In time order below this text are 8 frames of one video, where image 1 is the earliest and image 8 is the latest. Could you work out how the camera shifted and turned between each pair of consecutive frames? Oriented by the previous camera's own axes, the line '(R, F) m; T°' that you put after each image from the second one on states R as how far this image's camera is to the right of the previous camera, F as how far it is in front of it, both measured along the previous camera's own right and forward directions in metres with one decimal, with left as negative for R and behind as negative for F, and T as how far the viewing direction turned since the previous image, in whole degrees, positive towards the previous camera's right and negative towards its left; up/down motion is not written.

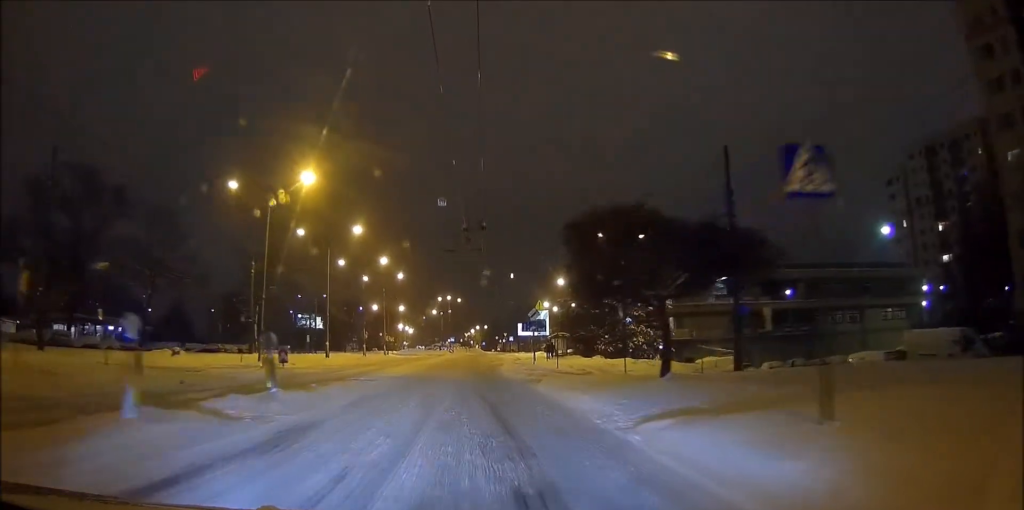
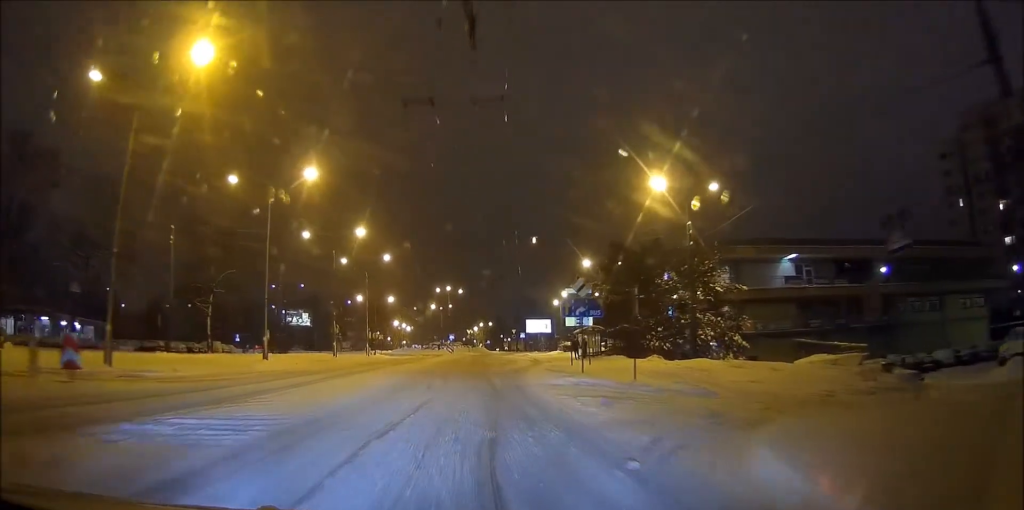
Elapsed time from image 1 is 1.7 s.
(-0.3, +18.4) m; -1°
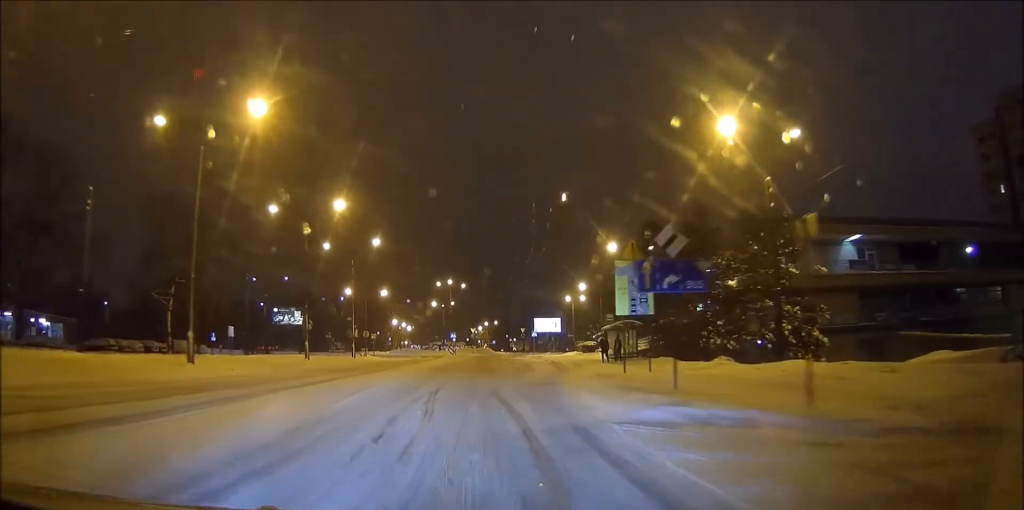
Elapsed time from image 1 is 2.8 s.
(0.0, +11.1) m; 0°
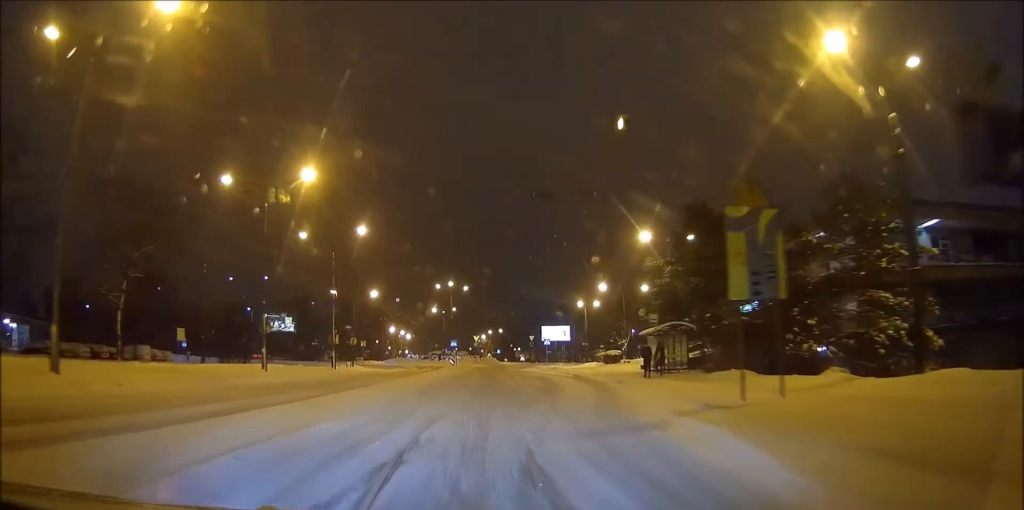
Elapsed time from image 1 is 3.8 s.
(+0.1, +10.7) m; 0°
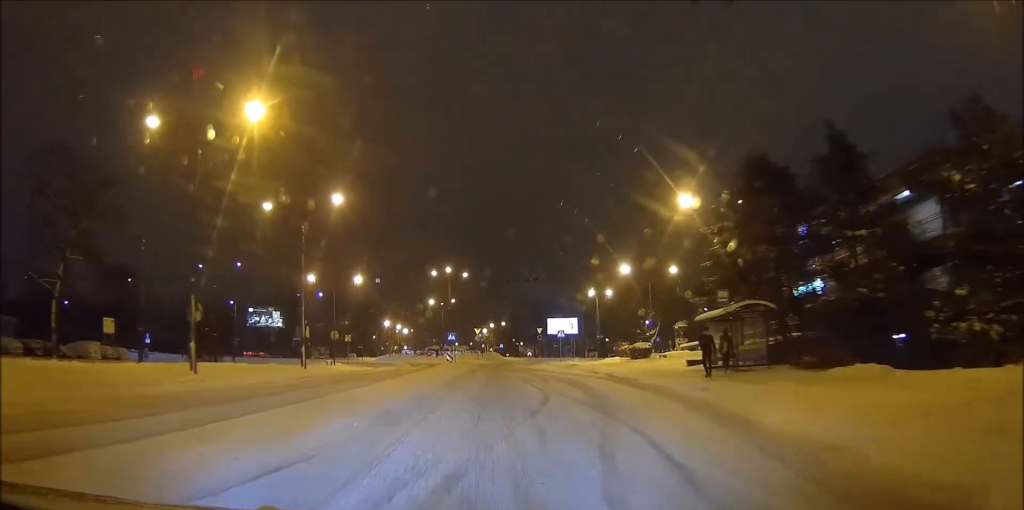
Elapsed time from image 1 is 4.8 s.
(0.0, +10.3) m; 0°
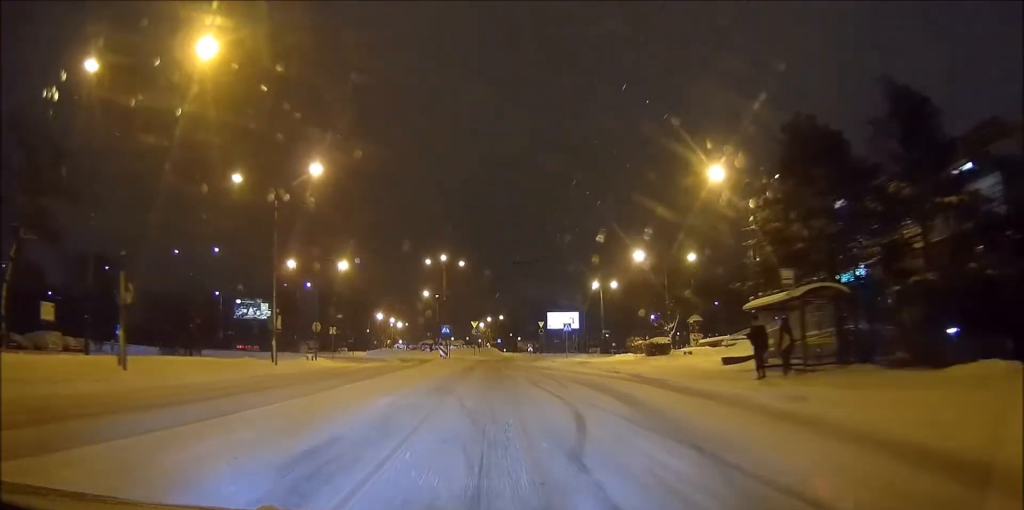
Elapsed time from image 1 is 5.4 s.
(0.0, +6.1) m; 0°
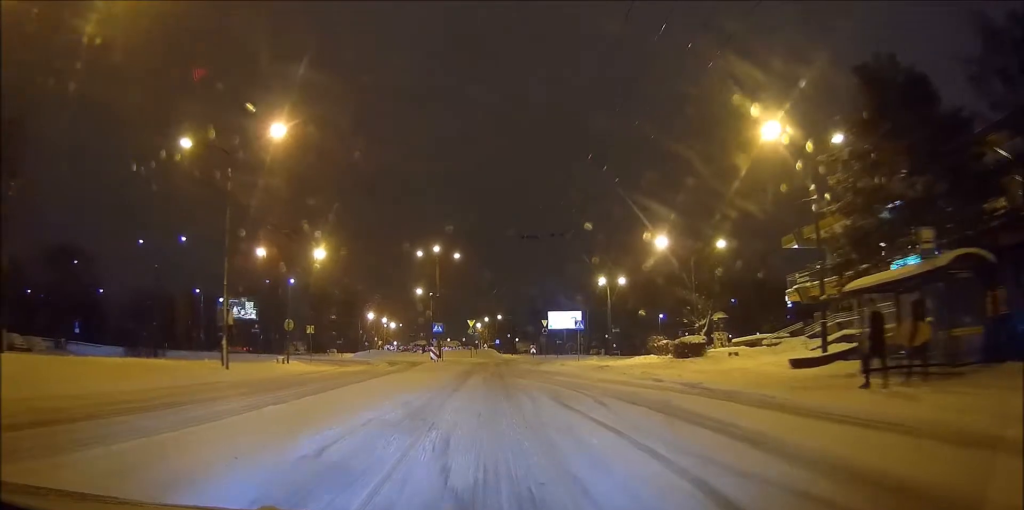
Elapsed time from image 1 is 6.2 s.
(0.0, +7.7) m; 0°
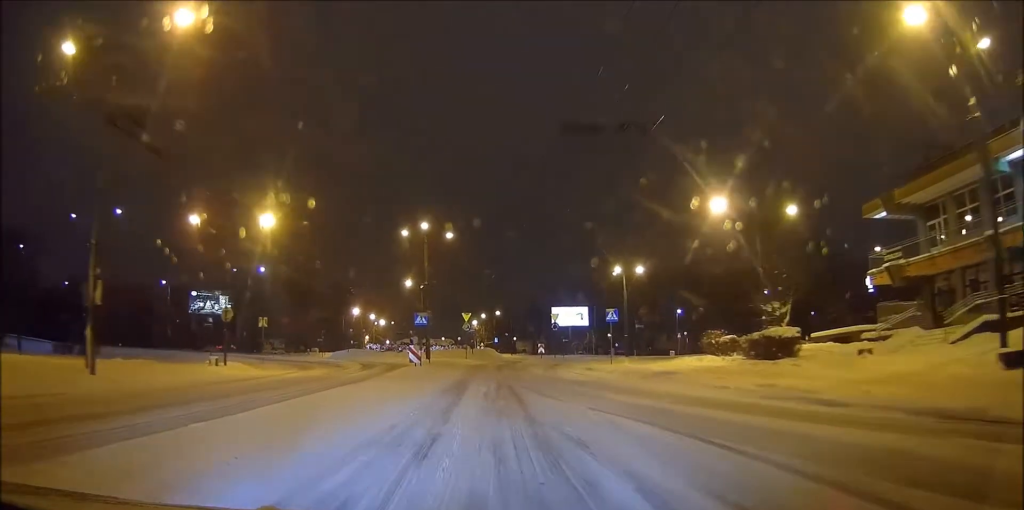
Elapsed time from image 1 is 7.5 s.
(0.0, +12.3) m; -1°
